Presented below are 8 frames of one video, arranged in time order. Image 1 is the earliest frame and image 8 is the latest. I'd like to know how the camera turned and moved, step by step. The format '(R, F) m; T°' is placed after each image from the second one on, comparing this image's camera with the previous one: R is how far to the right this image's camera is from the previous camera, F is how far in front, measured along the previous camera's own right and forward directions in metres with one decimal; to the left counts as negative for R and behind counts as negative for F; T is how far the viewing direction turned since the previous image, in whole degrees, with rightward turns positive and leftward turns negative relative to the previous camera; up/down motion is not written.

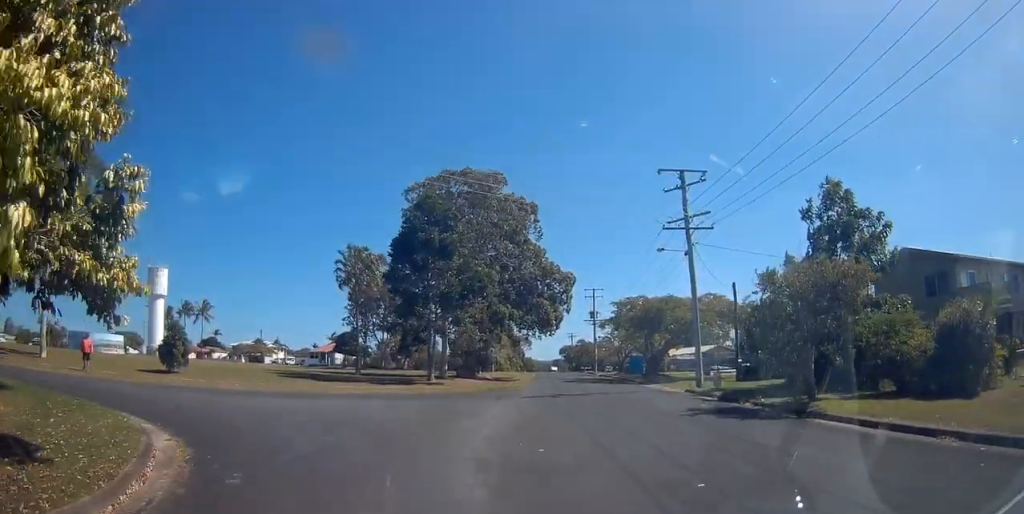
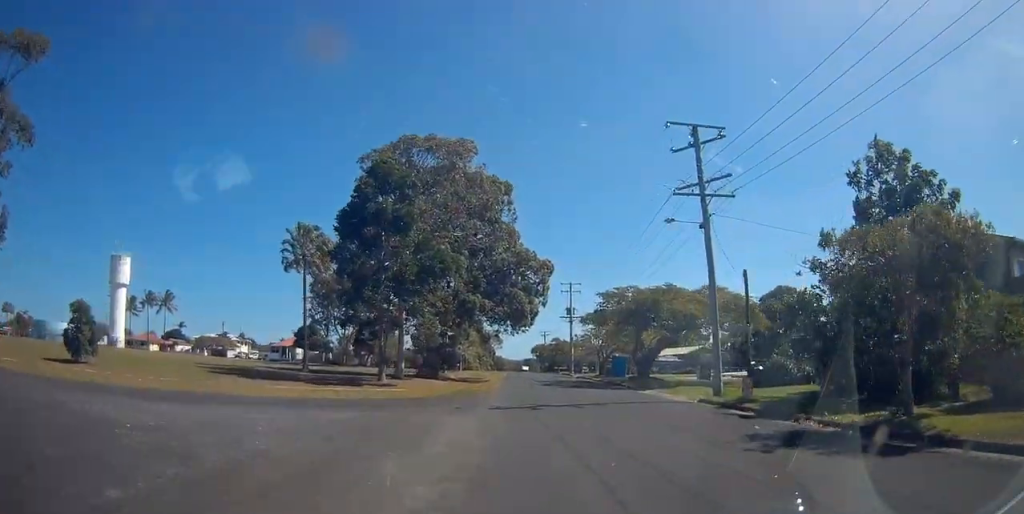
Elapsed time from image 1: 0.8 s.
(-0.2, +6.2) m; +1°
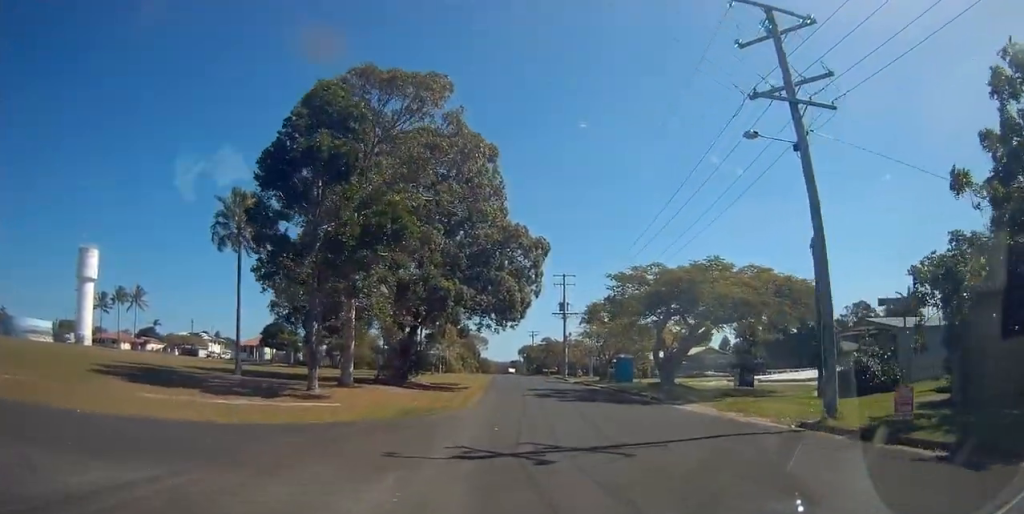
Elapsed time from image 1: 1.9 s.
(+0.2, +9.1) m; +3°
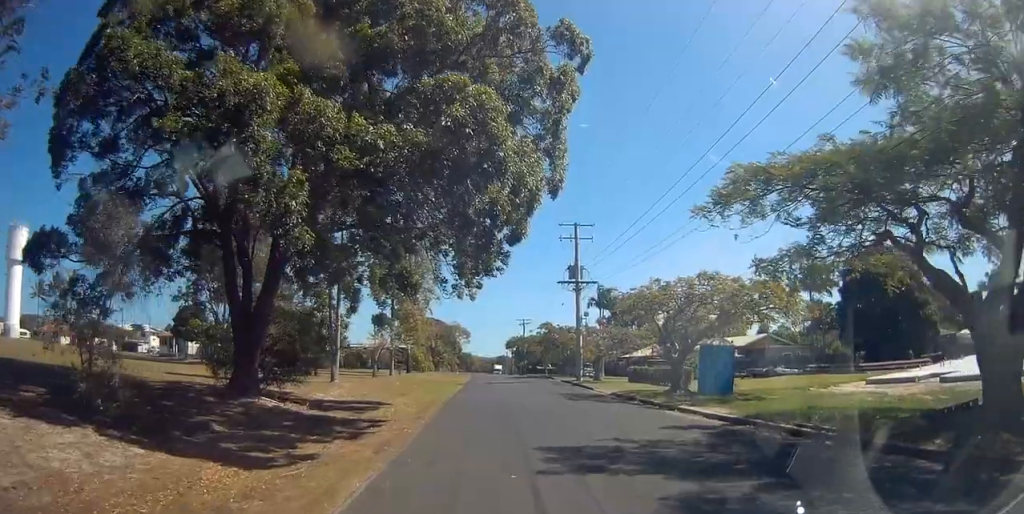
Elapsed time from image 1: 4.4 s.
(+0.4, +23.7) m; +1°
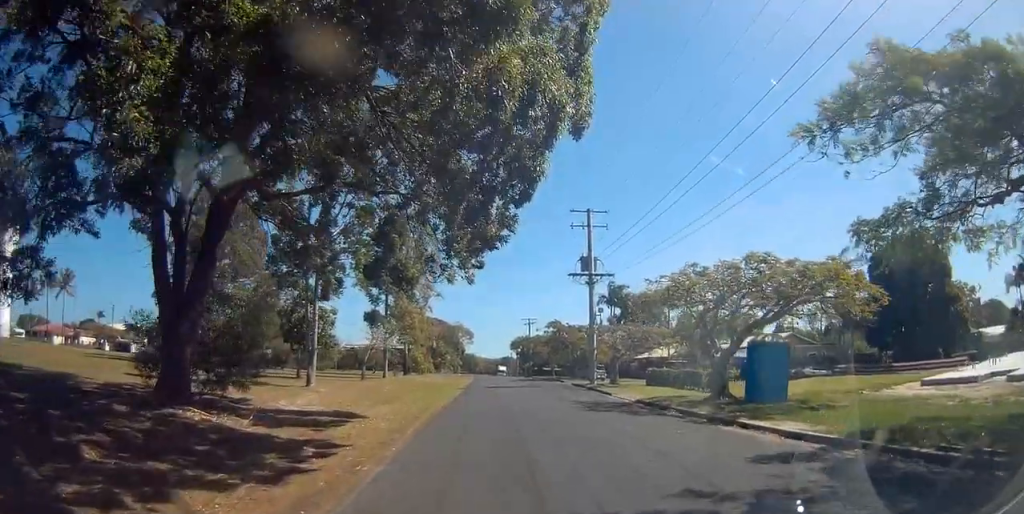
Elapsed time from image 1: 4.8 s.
(+0.1, +4.5) m; 0°
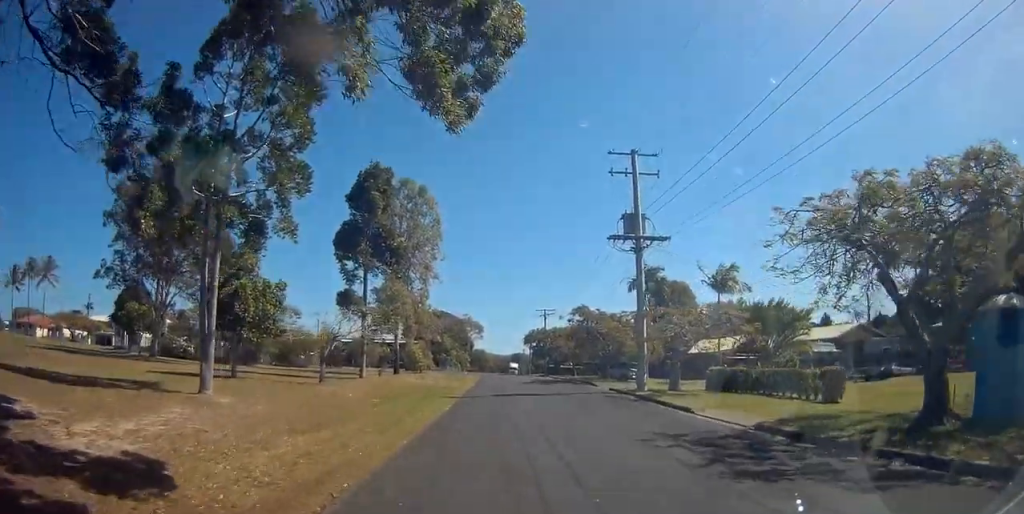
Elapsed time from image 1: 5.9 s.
(-0.2, +10.8) m; -1°
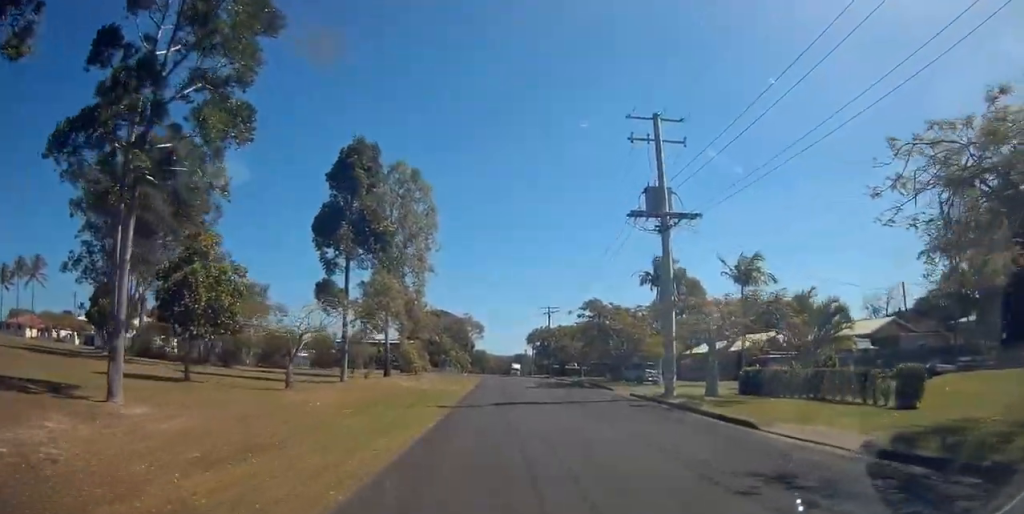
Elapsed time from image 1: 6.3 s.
(0.0, +4.6) m; 0°
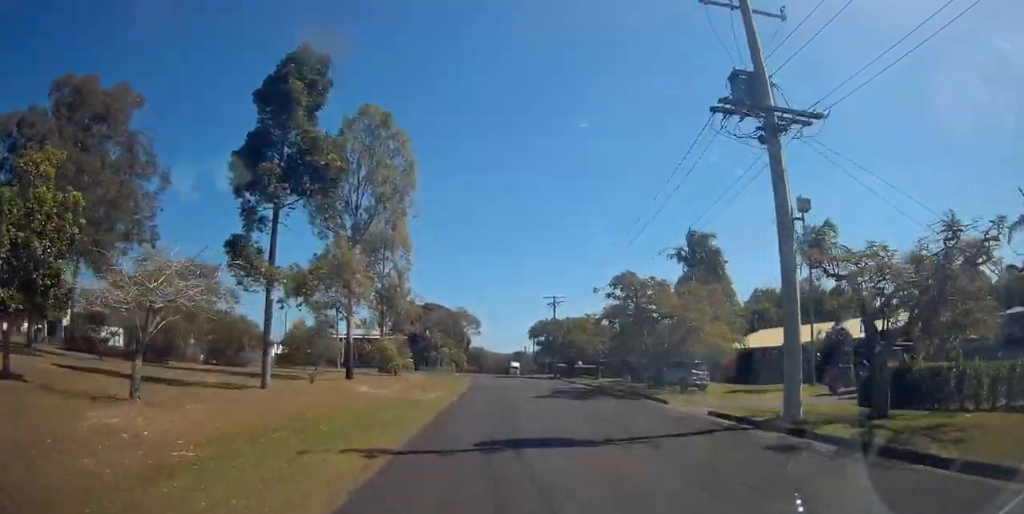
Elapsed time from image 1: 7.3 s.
(0.0, +10.5) m; -1°
